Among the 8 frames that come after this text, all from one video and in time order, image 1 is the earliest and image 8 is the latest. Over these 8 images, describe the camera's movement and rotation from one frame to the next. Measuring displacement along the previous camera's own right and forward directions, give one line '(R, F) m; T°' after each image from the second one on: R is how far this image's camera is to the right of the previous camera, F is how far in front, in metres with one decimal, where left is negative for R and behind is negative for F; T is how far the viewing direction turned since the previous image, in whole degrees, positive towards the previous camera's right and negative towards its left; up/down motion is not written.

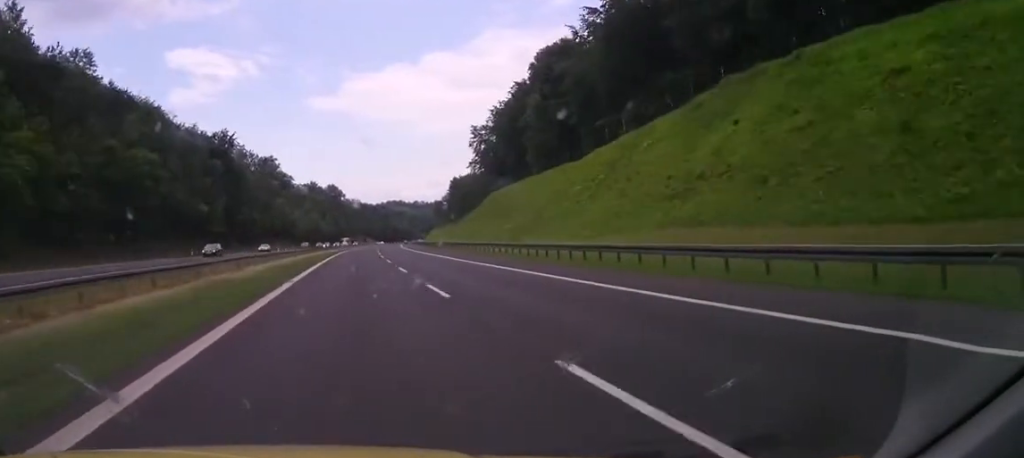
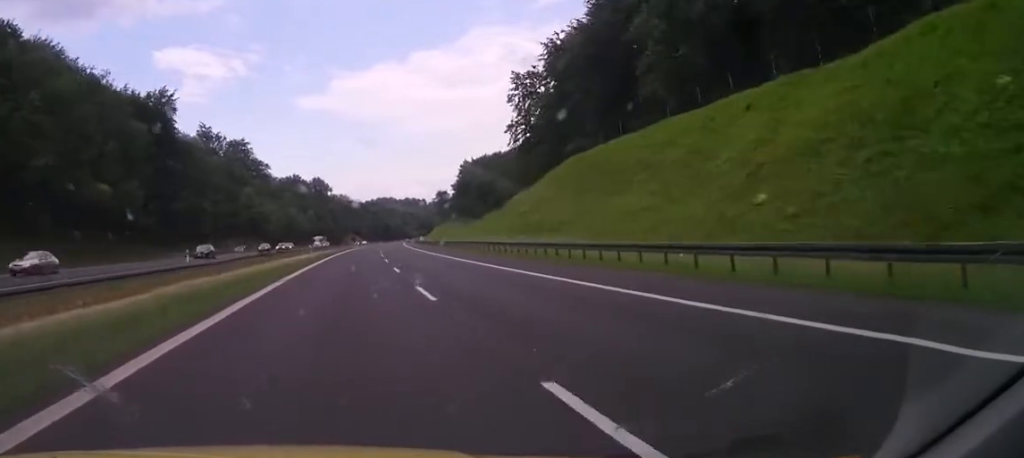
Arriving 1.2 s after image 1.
(0.0, +48.4) m; 0°
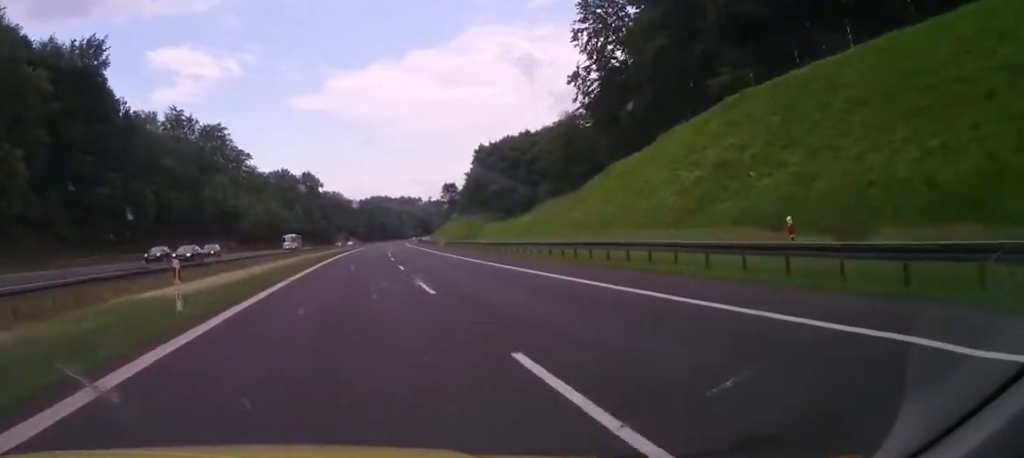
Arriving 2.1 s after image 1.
(0.0, +34.2) m; 0°
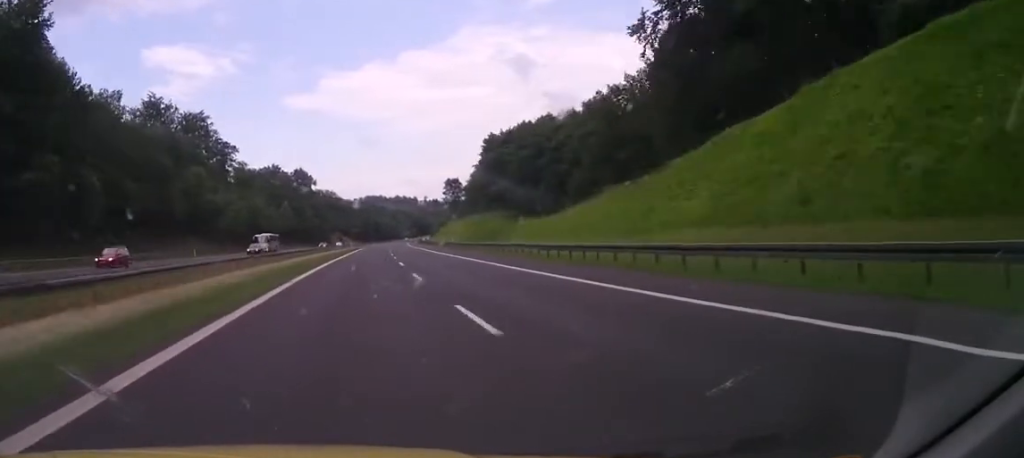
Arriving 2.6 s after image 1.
(0.0, +18.5) m; 0°
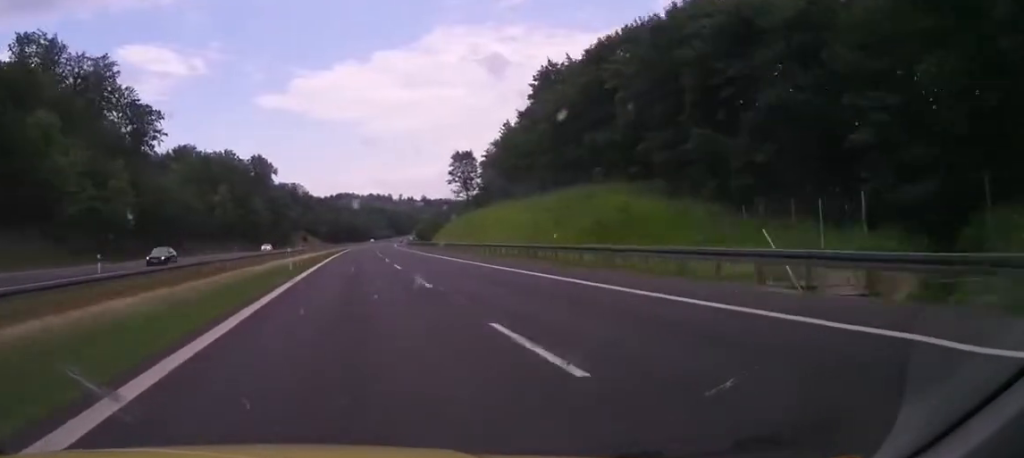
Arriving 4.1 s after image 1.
(0.0, +62.4) m; 0°
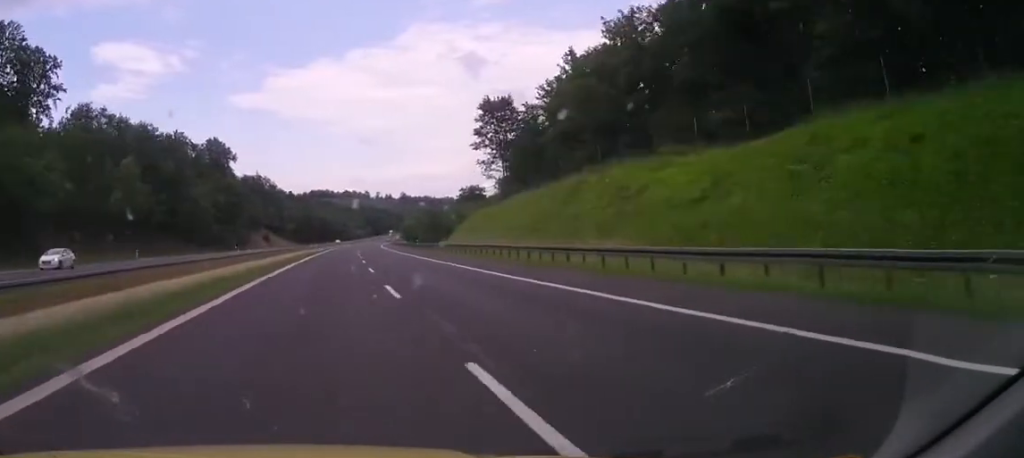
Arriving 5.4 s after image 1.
(+0.7, +51.1) m; +3°
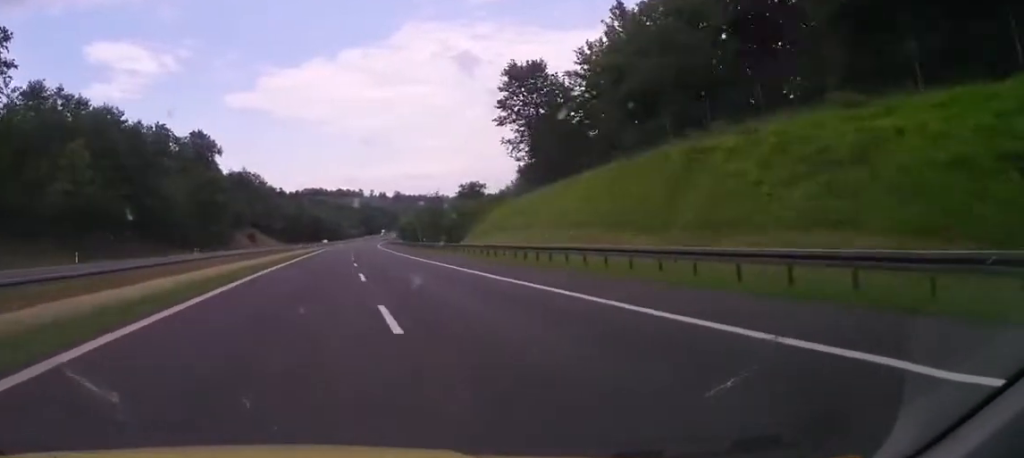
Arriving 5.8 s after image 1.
(+0.5, +17.8) m; +1°
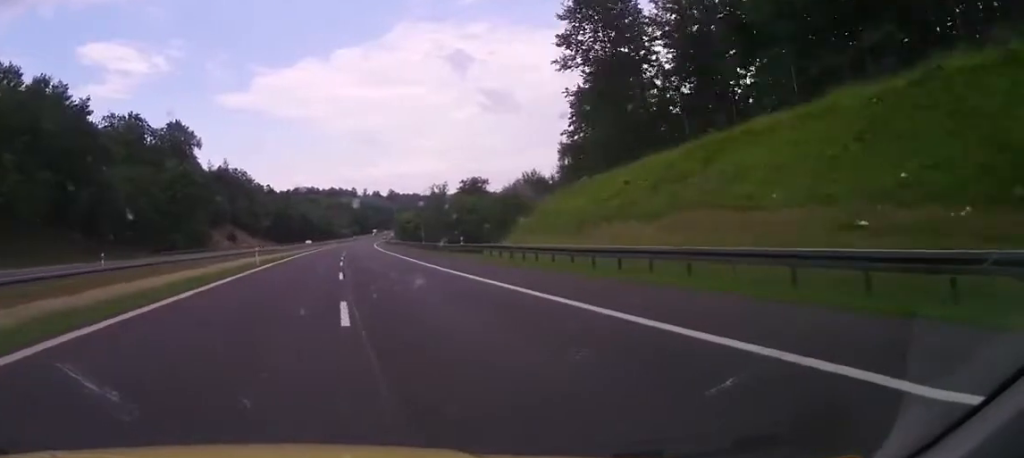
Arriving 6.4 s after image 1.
(+0.3, +23.5) m; +1°
